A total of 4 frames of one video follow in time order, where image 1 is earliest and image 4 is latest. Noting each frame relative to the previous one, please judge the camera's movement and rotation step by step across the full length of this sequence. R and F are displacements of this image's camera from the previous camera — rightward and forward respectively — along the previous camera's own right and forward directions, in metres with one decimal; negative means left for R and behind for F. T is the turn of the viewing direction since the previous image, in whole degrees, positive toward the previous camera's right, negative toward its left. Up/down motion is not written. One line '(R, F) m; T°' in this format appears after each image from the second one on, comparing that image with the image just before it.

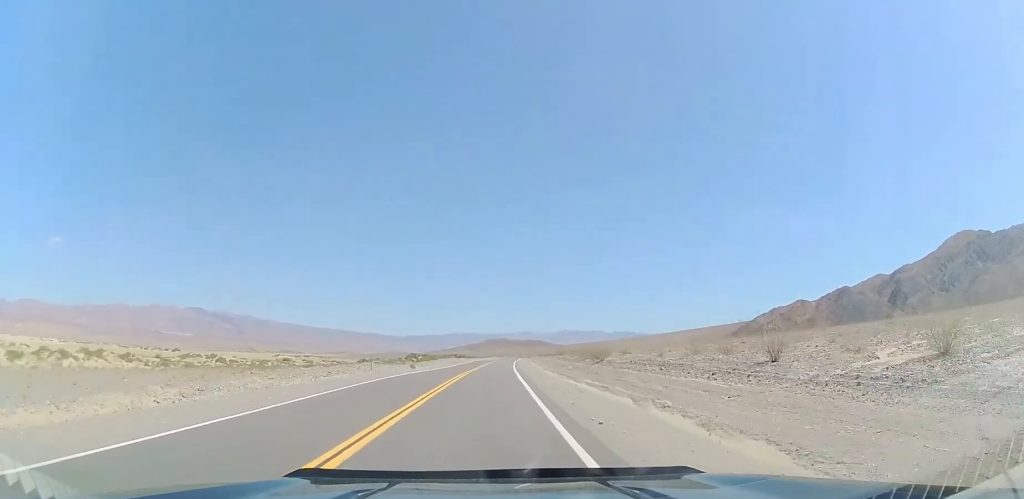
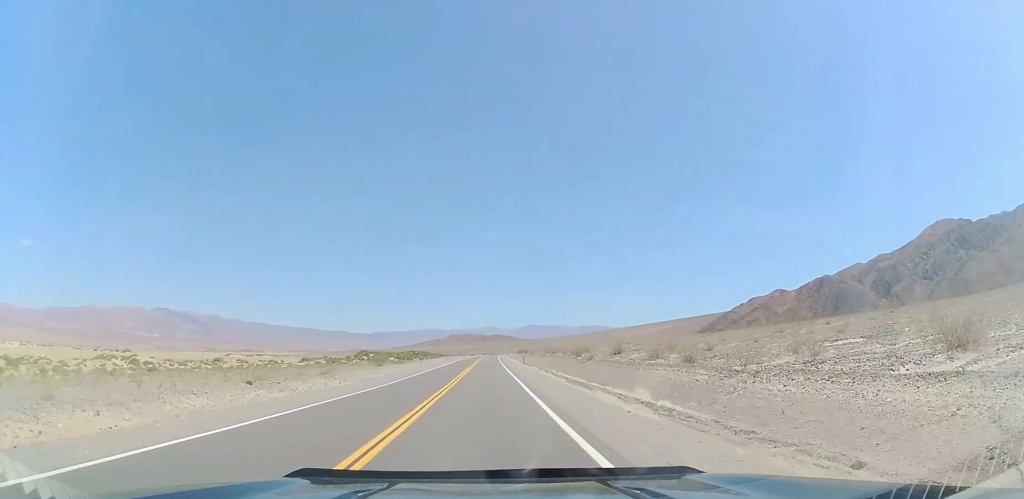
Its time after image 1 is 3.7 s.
(+2.8, +100.6) m; +4°
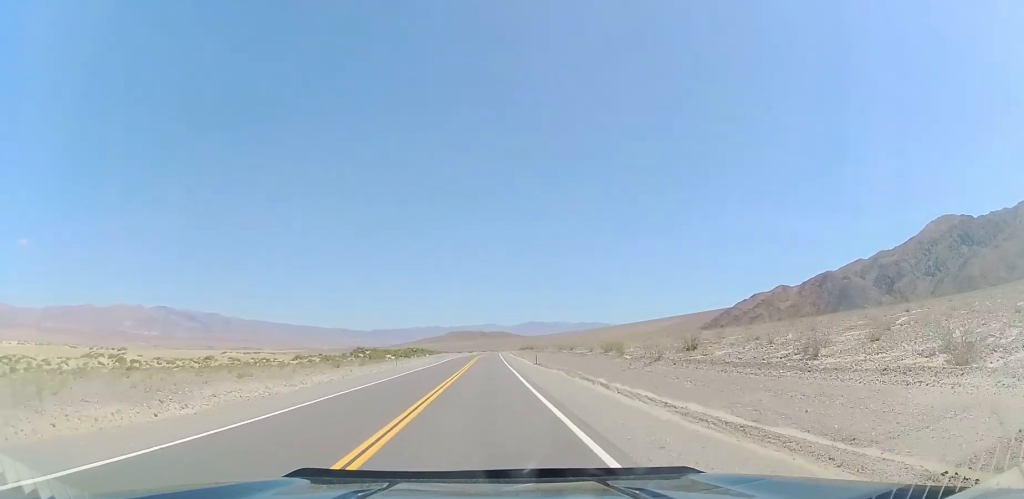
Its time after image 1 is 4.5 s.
(-0.1, +19.8) m; +1°
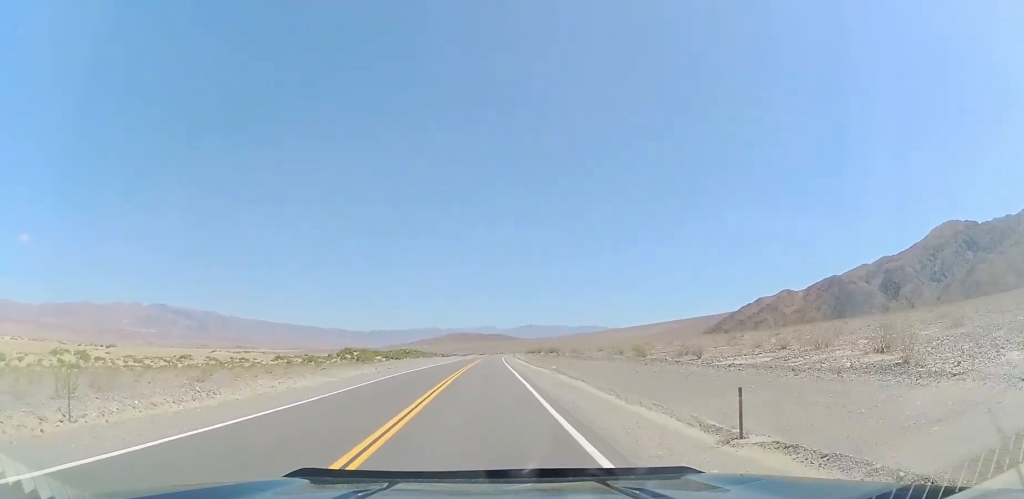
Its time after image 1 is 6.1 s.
(+0.1, +44.5) m; 0°
